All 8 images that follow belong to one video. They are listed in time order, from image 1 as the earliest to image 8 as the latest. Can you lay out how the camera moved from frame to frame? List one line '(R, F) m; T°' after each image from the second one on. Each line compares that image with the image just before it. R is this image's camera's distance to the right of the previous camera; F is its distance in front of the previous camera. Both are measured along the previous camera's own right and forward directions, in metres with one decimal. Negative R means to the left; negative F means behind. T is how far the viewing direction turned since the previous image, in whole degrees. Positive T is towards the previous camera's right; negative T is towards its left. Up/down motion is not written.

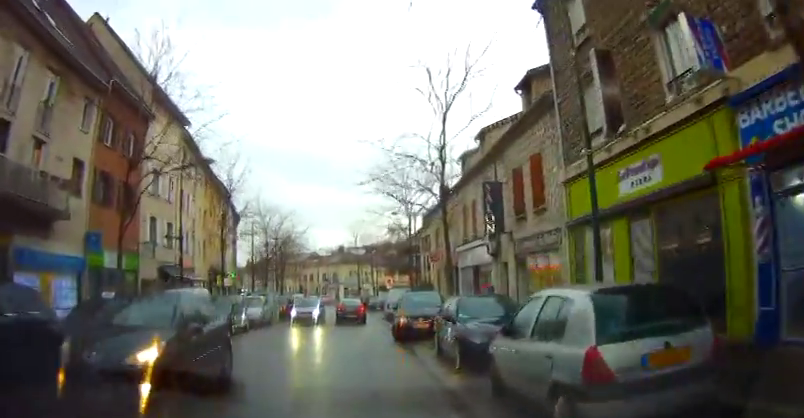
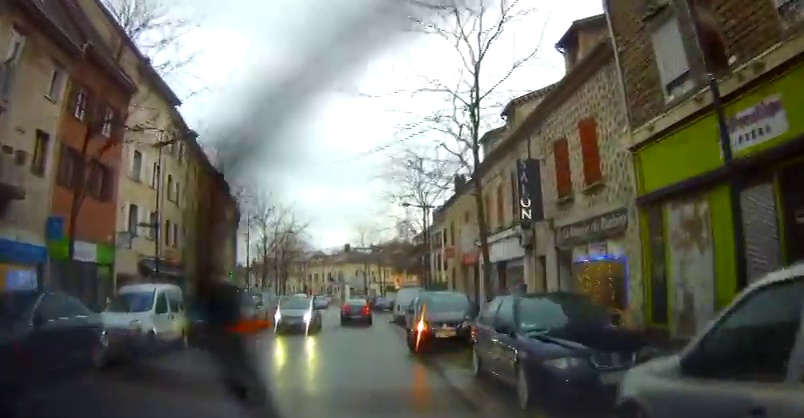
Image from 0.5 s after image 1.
(0.0, +3.4) m; 0°
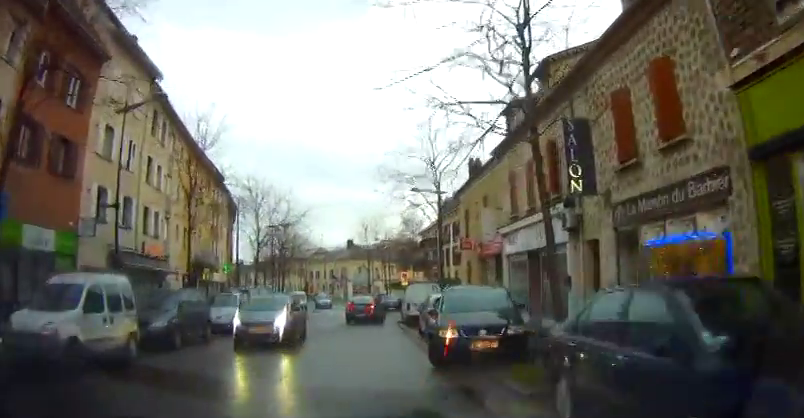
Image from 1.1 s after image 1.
(+0.1, +3.6) m; +2°
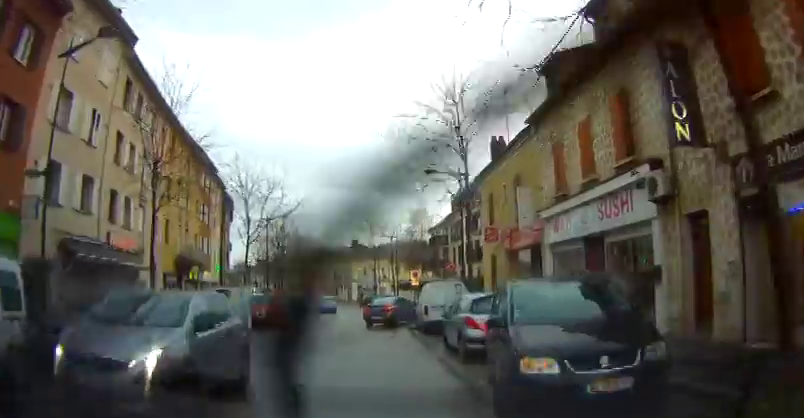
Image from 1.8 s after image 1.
(+0.1, +4.5) m; 0°
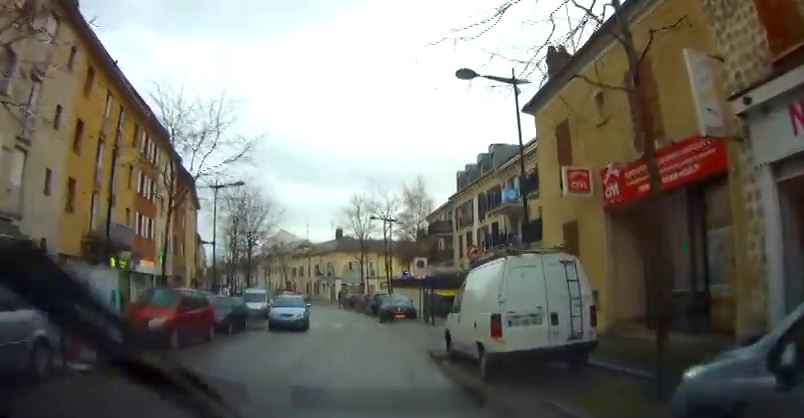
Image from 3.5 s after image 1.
(-0.2, +10.9) m; 0°
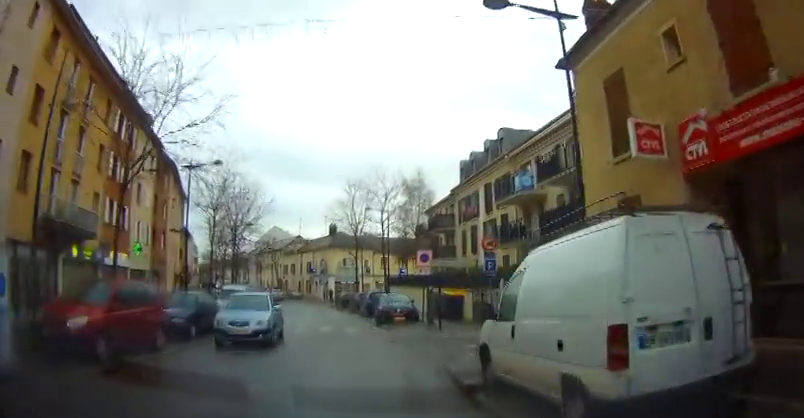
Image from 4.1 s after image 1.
(+0.1, +3.8) m; +1°
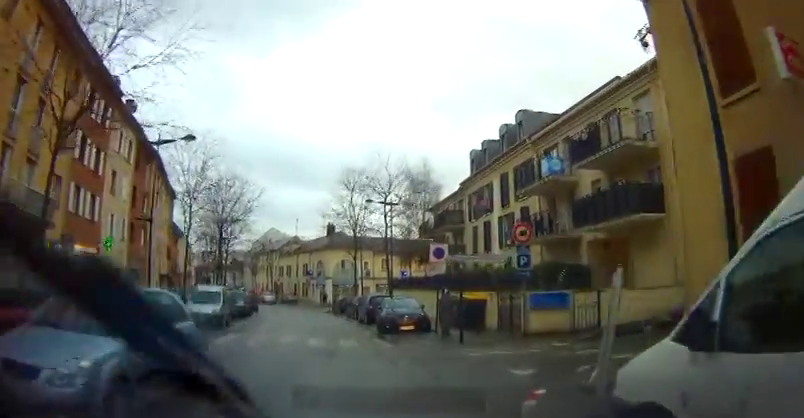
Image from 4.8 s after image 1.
(0.0, +4.3) m; 0°
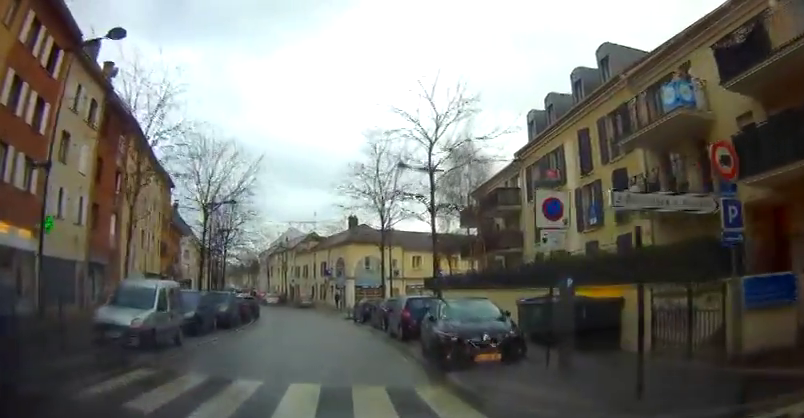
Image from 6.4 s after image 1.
(-0.3, +9.4) m; -7°
